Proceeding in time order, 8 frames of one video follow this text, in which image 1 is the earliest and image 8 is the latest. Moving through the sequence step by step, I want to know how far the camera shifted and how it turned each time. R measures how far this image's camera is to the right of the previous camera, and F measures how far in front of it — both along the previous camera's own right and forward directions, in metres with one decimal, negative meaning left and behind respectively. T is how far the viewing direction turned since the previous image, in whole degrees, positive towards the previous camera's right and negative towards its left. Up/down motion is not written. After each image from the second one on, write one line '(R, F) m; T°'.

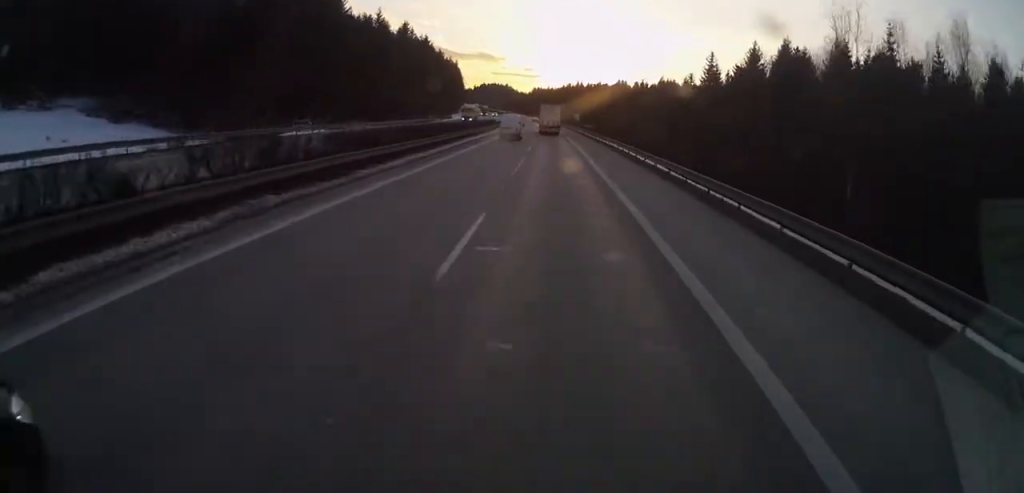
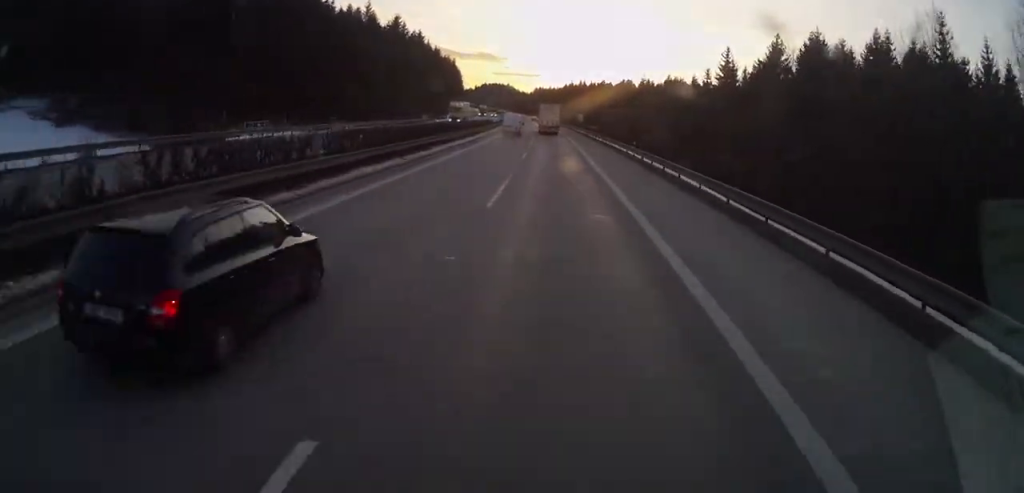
(0.0, +10.7) m; 0°
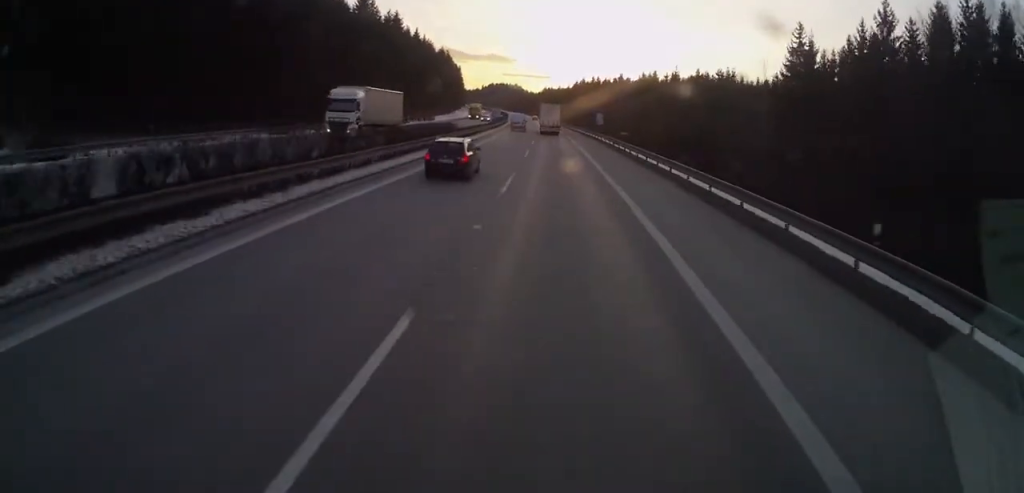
(-0.1, +32.9) m; 0°
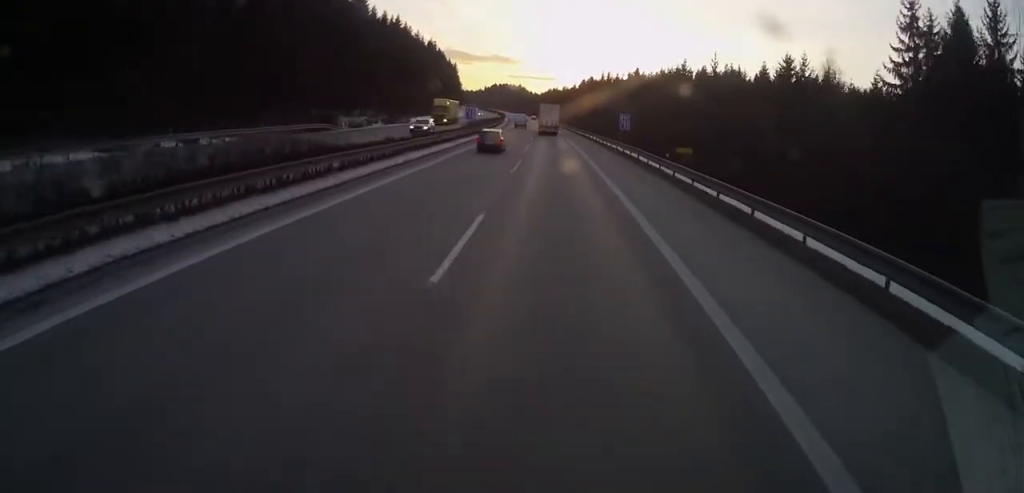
(-0.2, +29.2) m; -1°
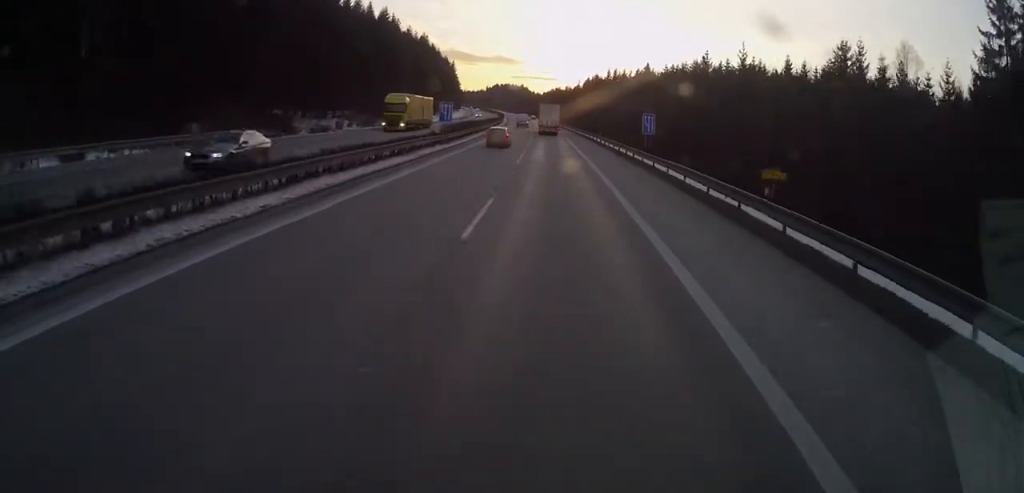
(0.0, +14.6) m; 0°
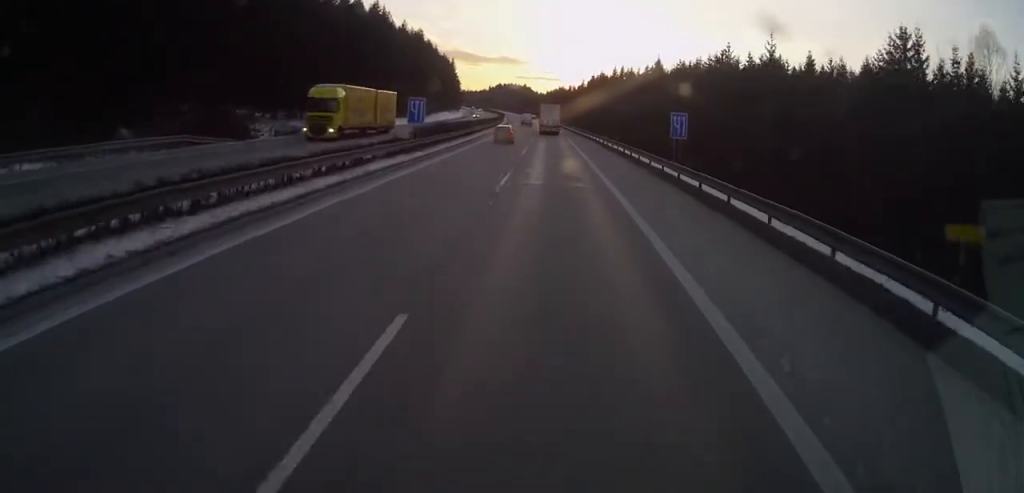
(0.0, +10.8) m; 0°
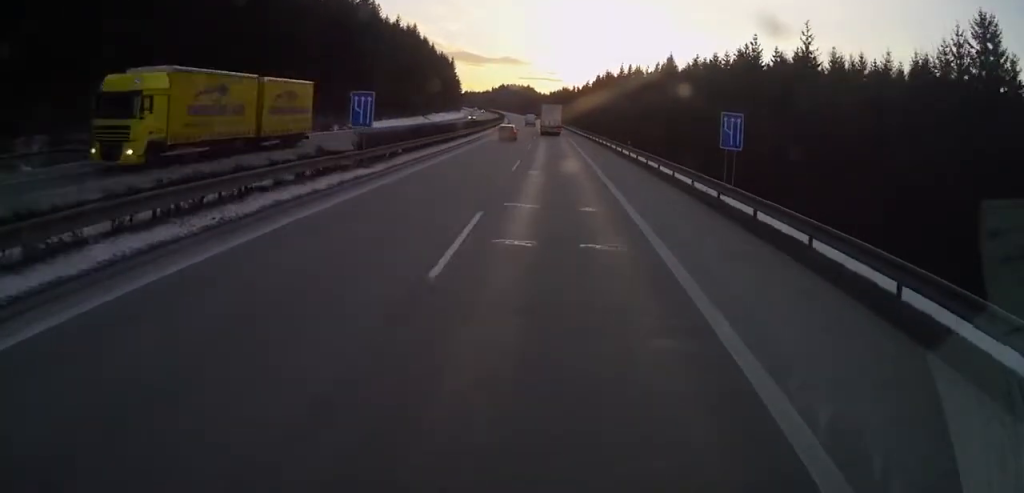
(-0.1, +10.8) m; 0°
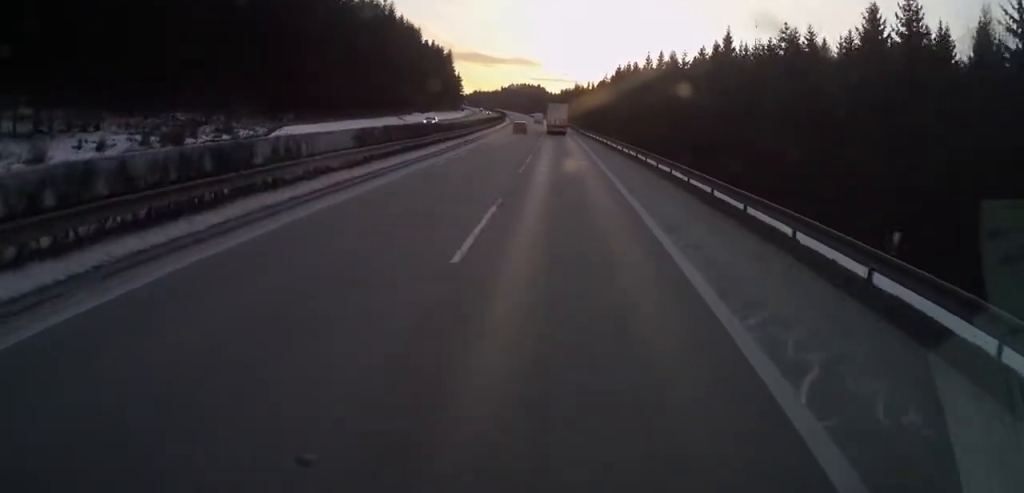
(0.0, +34.6) m; -1°
